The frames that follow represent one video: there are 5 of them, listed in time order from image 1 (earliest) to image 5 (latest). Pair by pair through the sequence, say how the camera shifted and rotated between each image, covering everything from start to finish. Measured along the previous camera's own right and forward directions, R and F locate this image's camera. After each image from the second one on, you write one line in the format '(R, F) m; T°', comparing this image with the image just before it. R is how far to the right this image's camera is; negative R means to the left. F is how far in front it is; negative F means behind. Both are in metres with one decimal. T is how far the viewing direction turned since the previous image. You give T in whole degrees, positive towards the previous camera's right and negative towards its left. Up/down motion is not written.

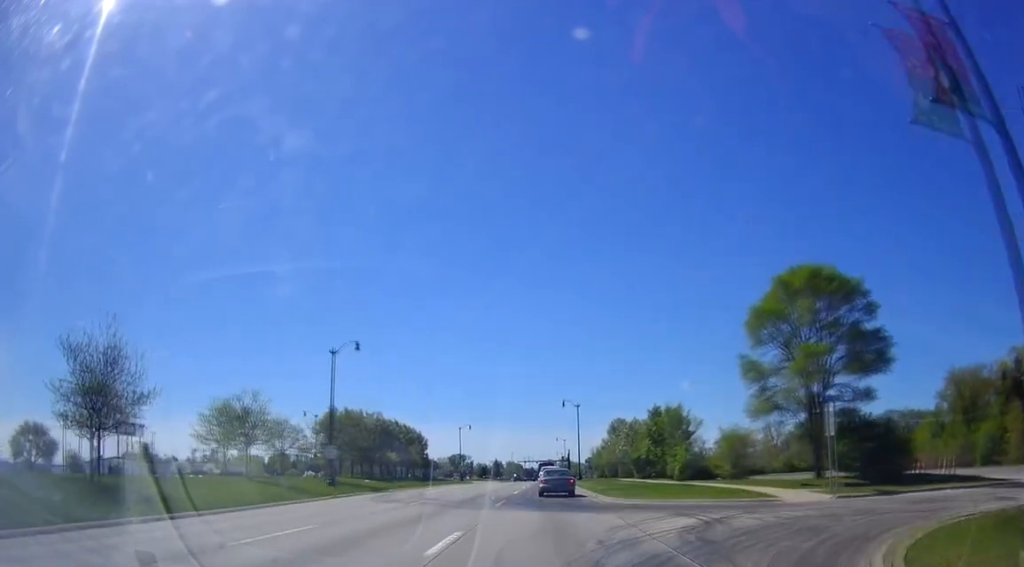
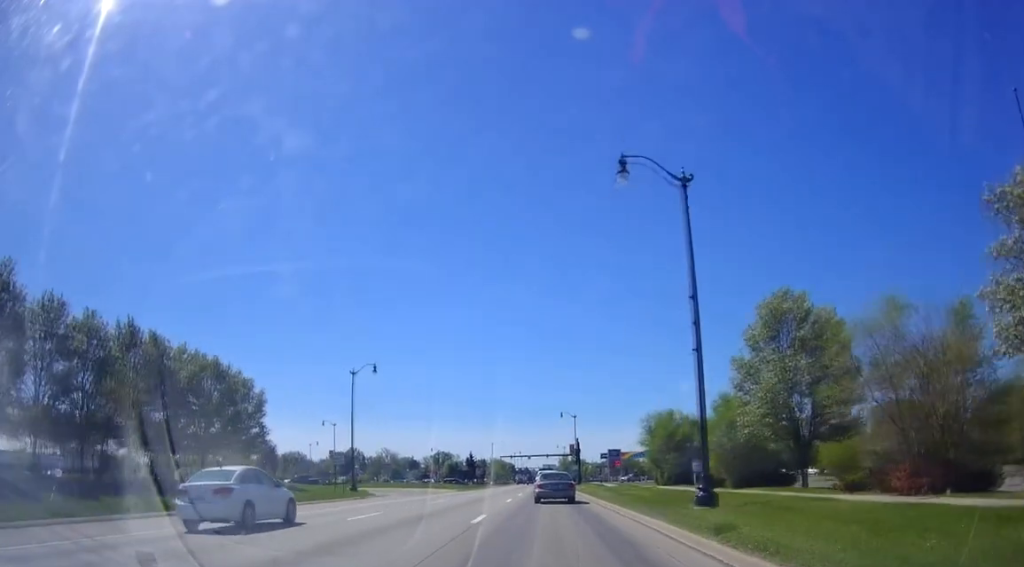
(-0.3, +68.7) m; +1°
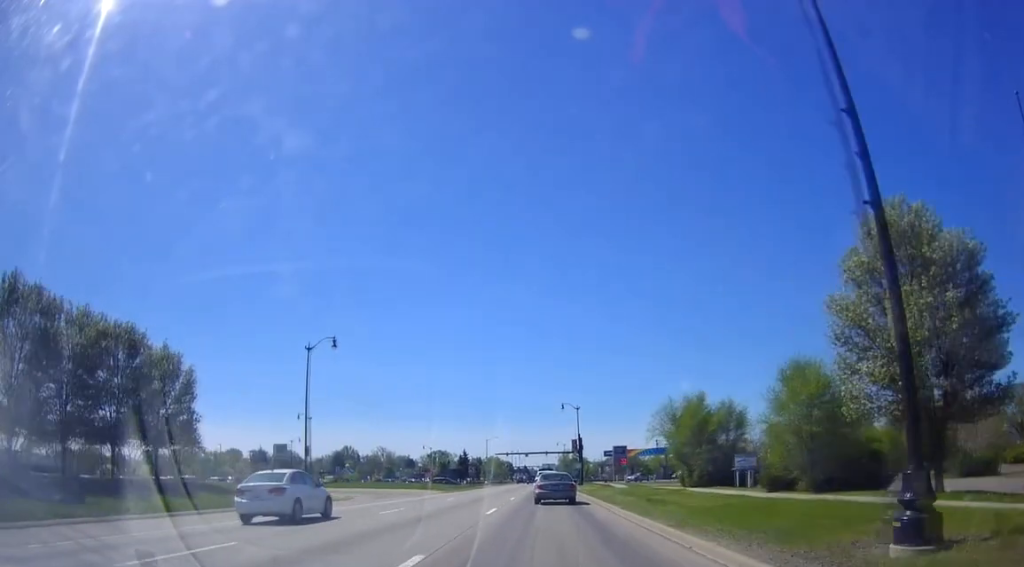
(+0.4, +11.2) m; +2°
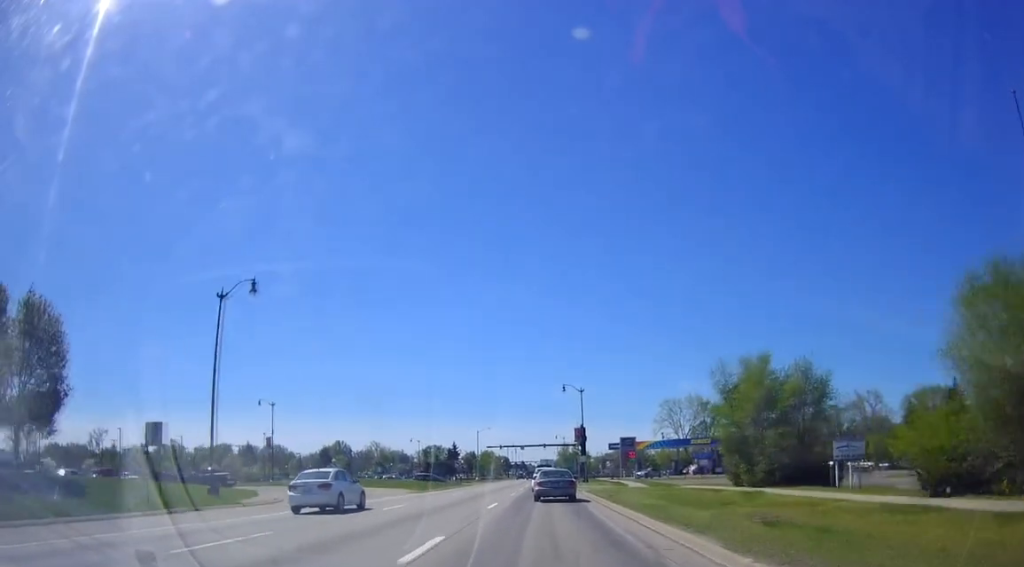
(0.0, +13.6) m; 0°
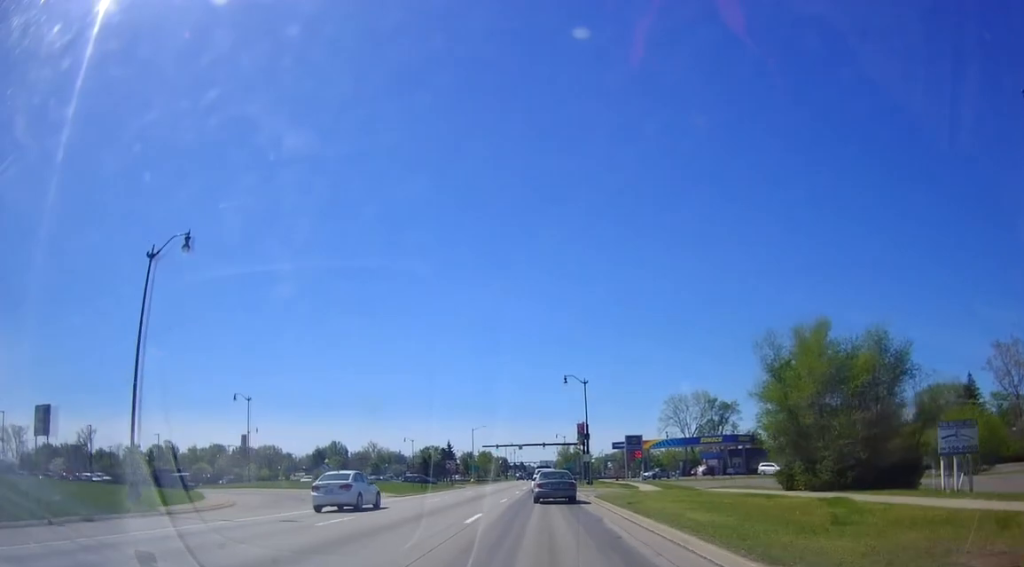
(0.0, +7.2) m; 0°
